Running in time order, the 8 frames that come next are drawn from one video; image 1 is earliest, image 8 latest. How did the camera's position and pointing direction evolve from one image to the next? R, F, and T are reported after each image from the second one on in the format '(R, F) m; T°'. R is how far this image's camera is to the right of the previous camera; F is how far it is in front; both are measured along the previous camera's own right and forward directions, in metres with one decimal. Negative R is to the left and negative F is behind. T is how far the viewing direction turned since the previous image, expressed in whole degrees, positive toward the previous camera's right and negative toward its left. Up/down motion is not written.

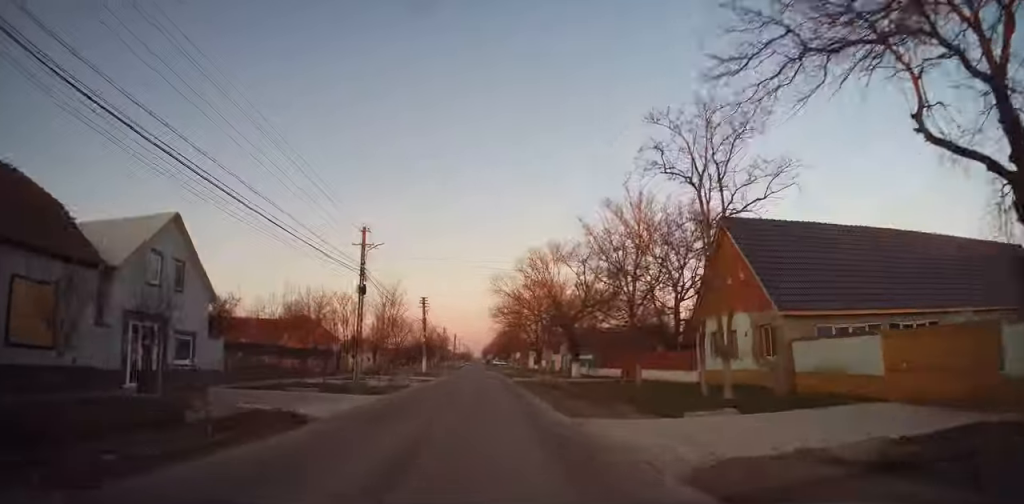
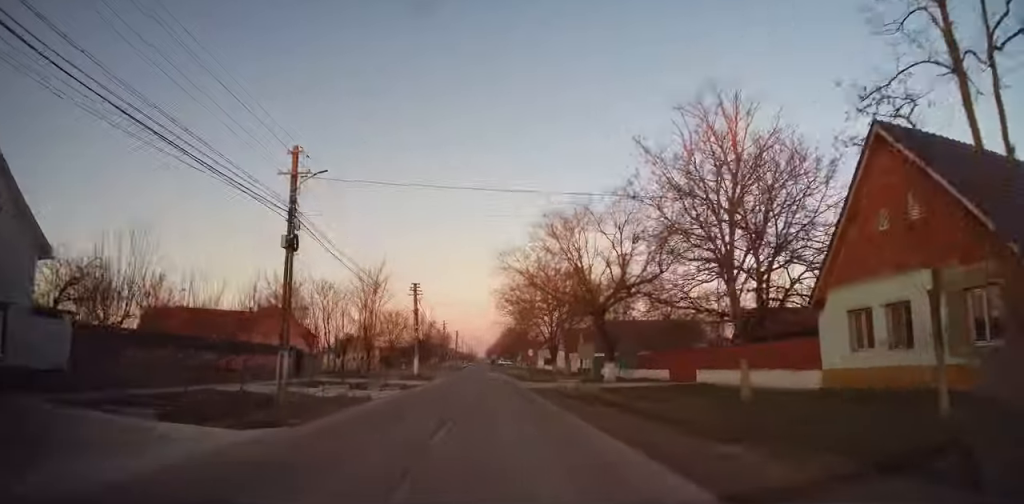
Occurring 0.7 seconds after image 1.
(0.0, +9.9) m; -1°
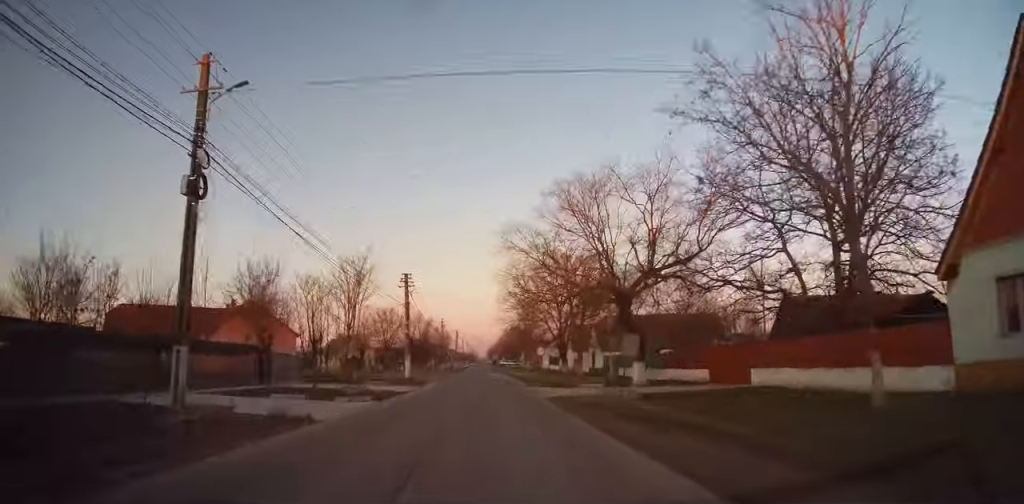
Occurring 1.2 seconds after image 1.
(-0.1, +5.8) m; -1°
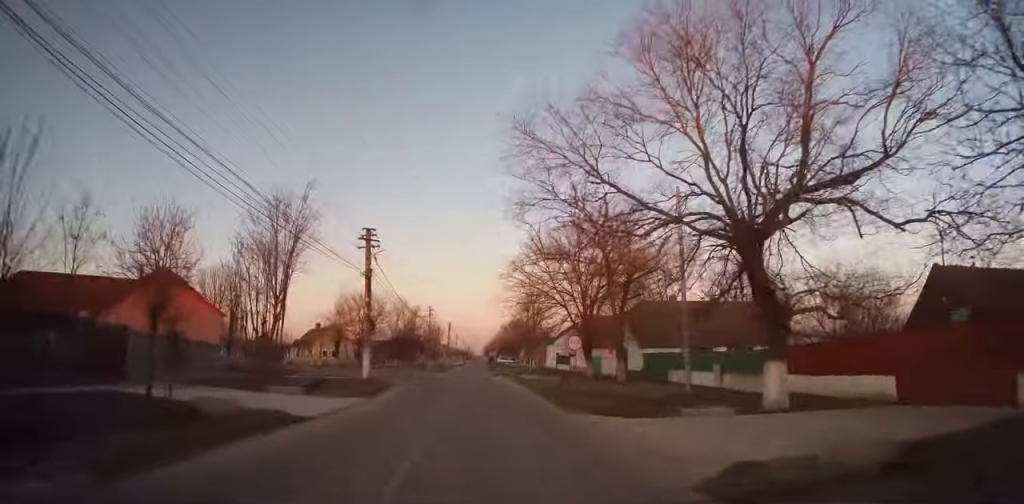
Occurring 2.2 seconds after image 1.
(-0.2, +13.3) m; -1°
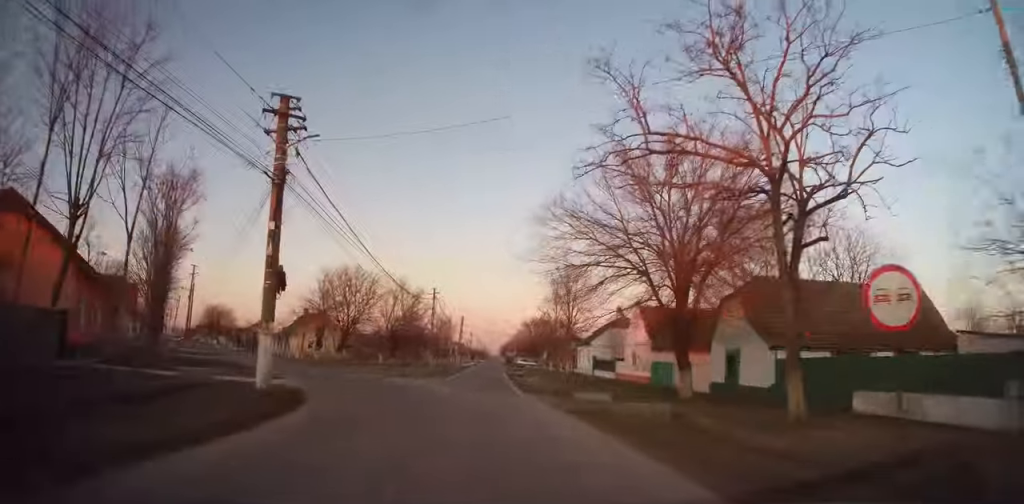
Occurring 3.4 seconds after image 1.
(0.0, +15.5) m; -1°
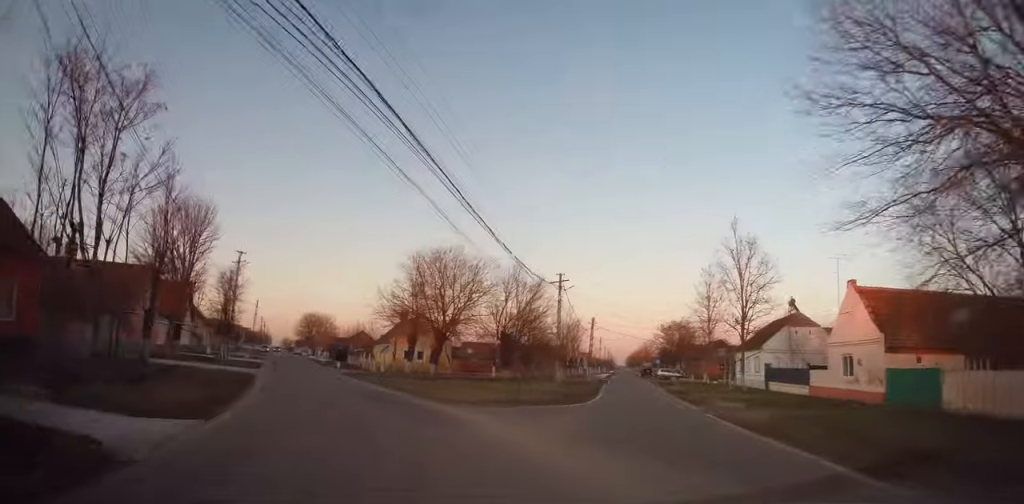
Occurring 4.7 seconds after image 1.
(-0.4, +15.1) m; -8°
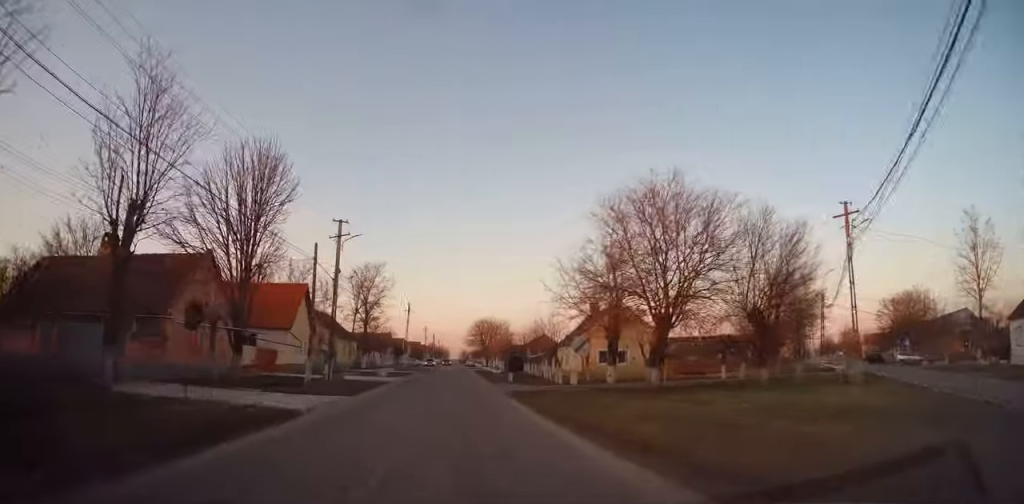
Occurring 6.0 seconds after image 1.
(-2.2, +14.9) m; -17°
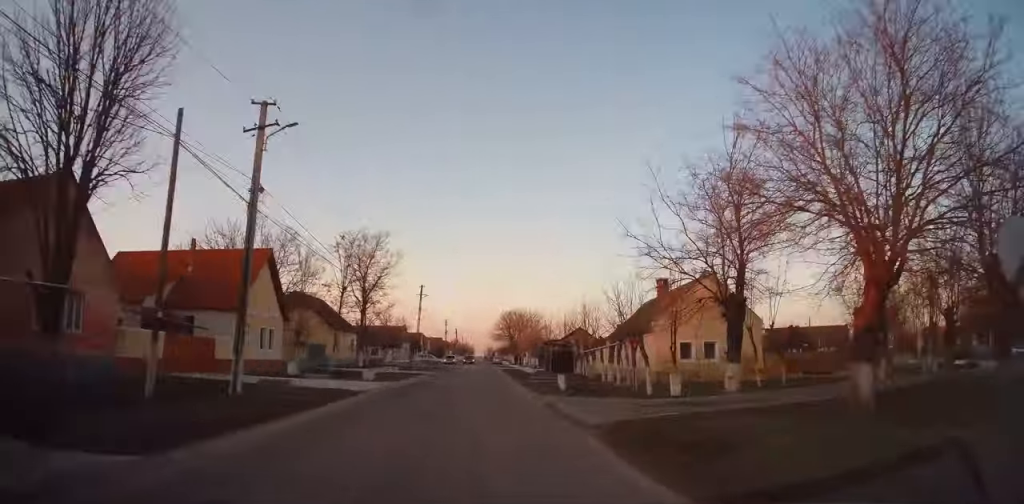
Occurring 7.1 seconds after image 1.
(-1.5, +12.5) m; -9°
